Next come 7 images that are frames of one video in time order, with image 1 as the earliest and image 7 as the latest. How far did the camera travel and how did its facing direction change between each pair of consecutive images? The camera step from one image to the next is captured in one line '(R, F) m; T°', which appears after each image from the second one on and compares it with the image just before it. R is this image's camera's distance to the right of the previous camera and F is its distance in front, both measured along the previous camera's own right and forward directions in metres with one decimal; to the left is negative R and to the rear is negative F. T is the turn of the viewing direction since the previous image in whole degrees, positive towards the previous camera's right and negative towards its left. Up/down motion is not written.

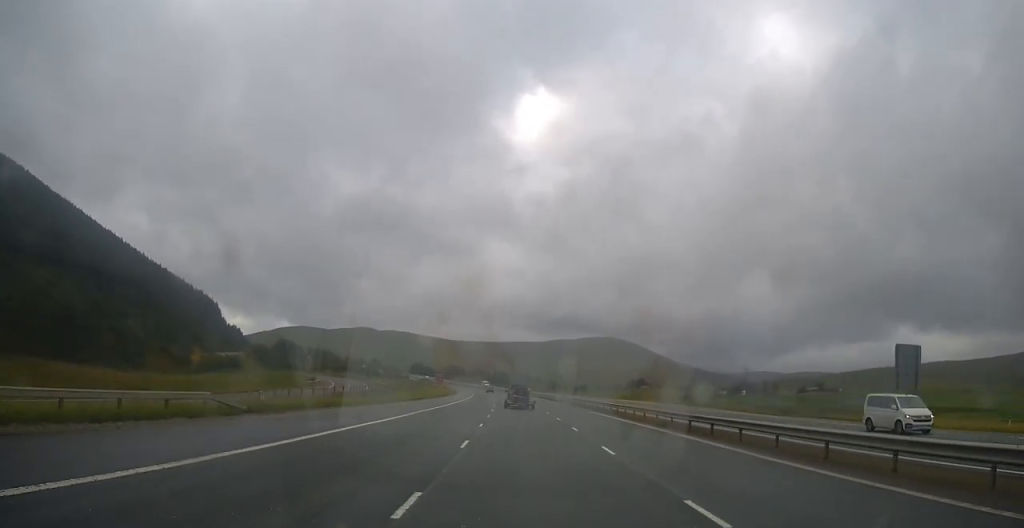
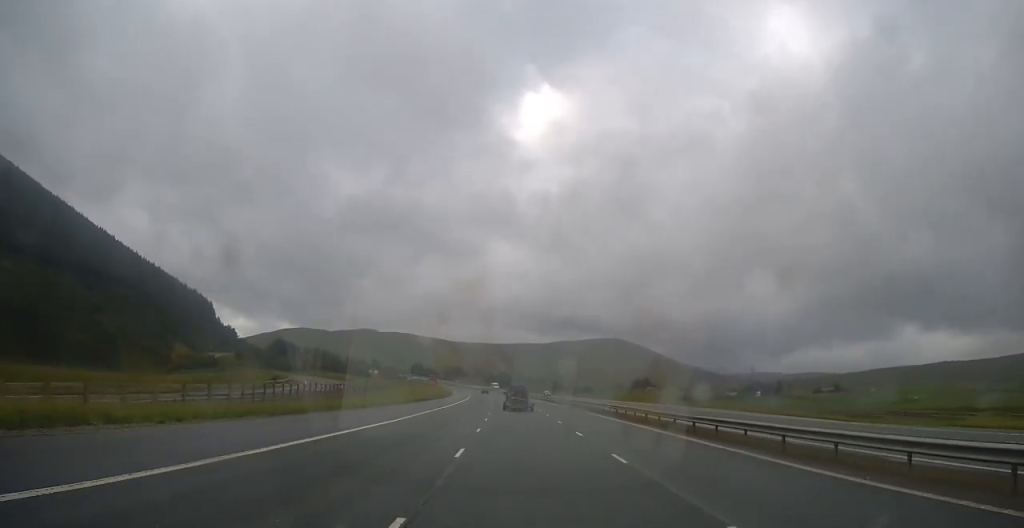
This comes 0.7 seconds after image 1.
(-0.1, +19.7) m; 0°
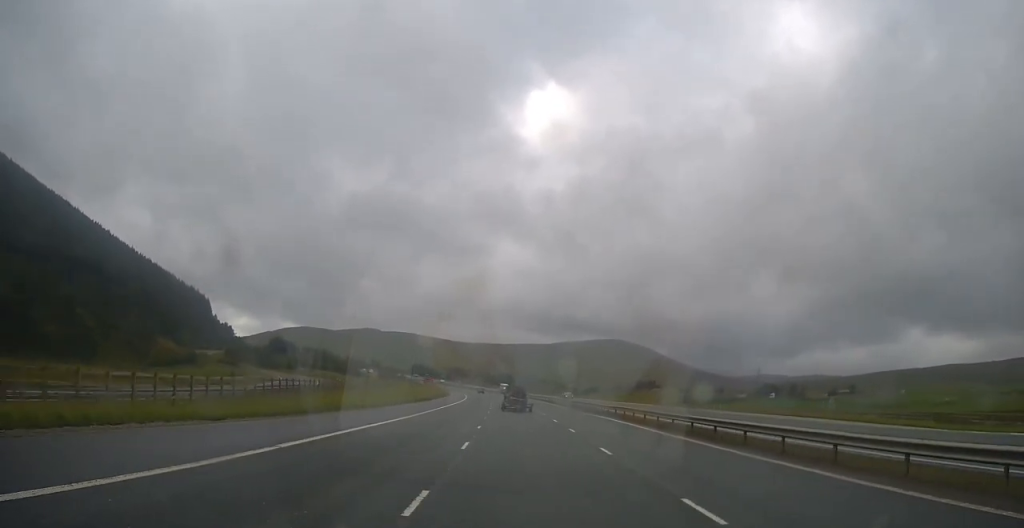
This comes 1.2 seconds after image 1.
(0.0, +15.8) m; 0°
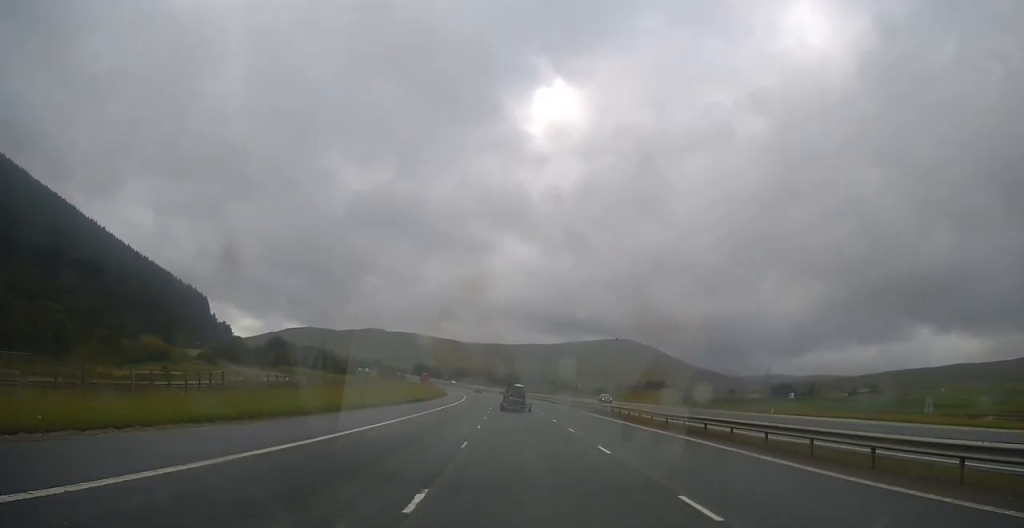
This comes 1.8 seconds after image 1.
(0.0, +17.8) m; -1°
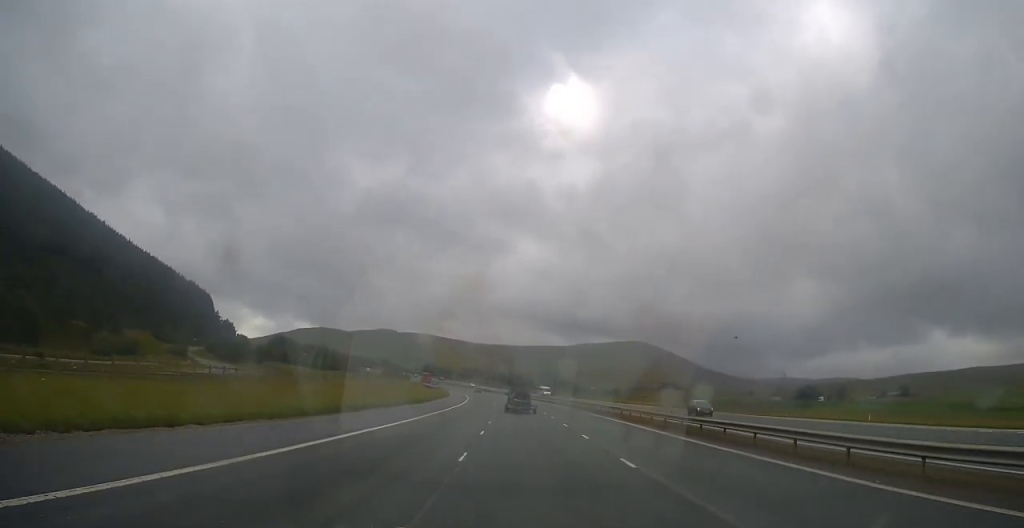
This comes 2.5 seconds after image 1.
(0.0, +20.9) m; -1°
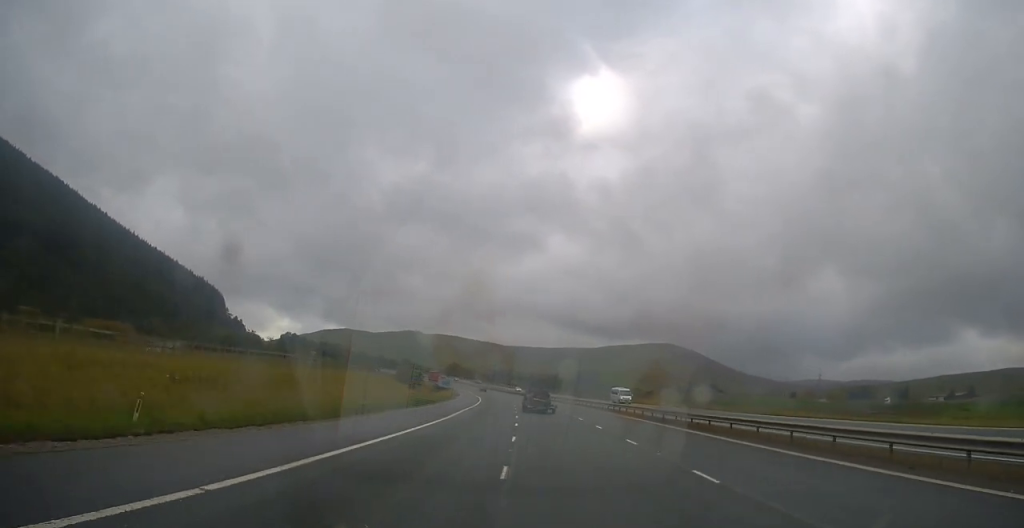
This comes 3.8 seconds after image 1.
(-1.0, +38.7) m; -2°
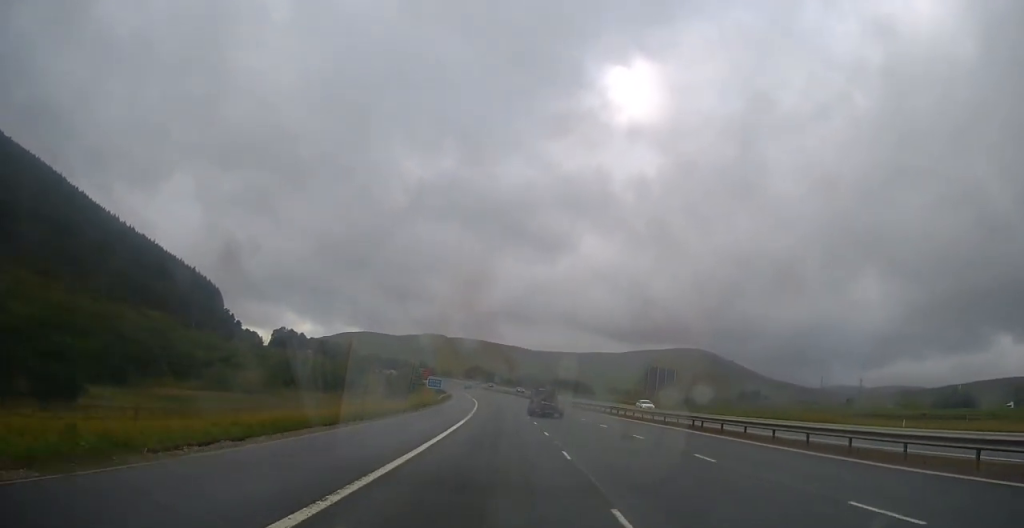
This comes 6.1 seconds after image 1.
(-1.2, +67.3) m; -2°
